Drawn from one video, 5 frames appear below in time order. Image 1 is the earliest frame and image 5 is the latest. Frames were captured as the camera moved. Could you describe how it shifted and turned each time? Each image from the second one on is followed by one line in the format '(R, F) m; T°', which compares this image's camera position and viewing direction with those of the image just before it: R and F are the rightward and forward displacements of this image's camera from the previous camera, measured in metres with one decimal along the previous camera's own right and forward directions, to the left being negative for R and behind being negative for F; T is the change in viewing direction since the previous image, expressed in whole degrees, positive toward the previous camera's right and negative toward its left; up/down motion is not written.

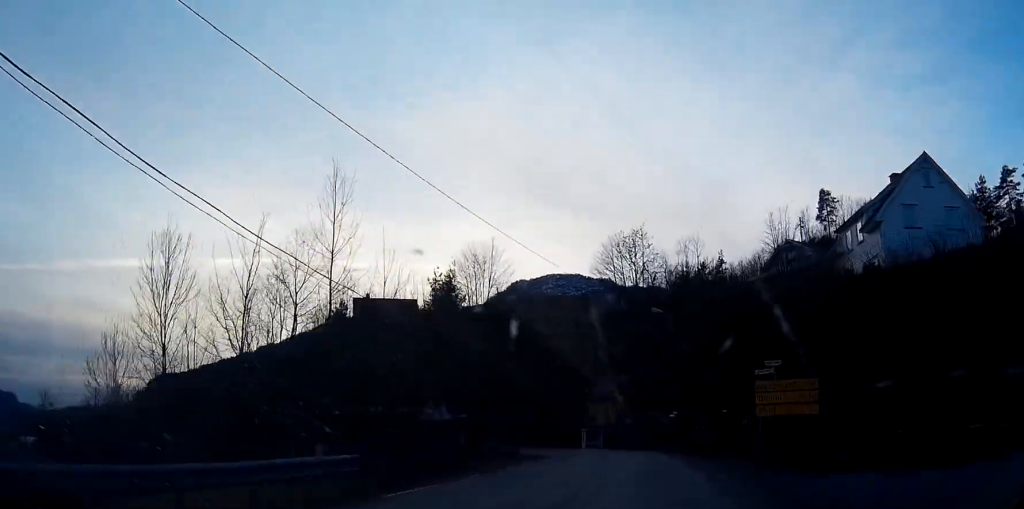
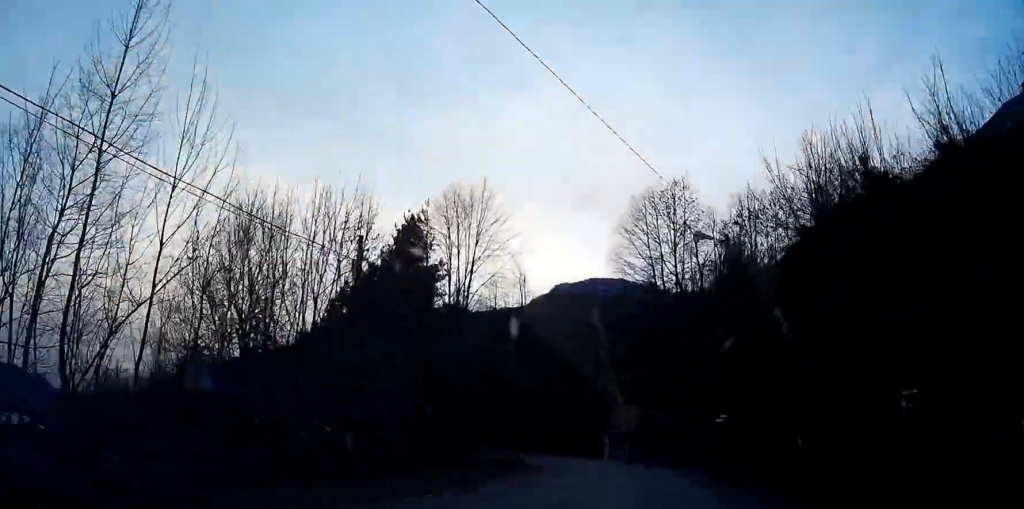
(+0.1, +17.9) m; 0°
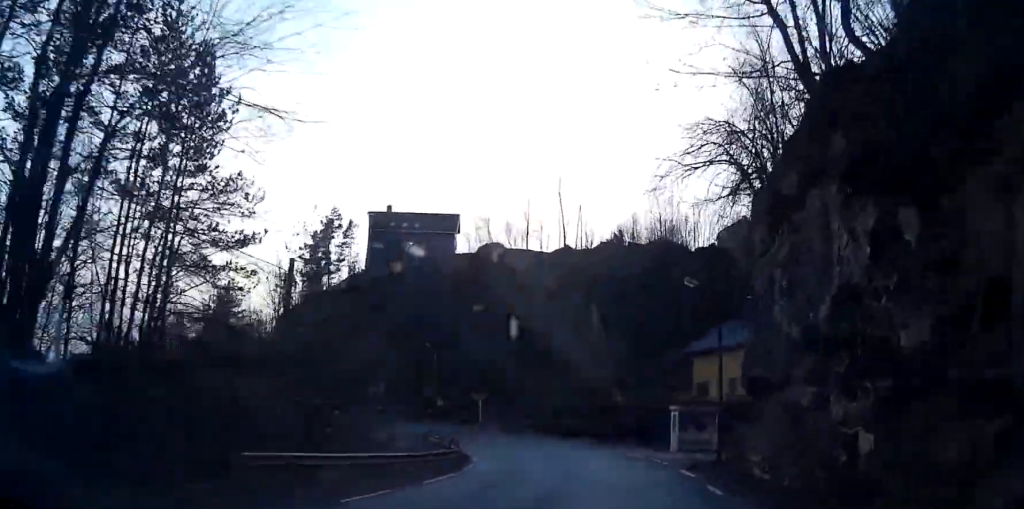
(-0.8, +38.8) m; -3°
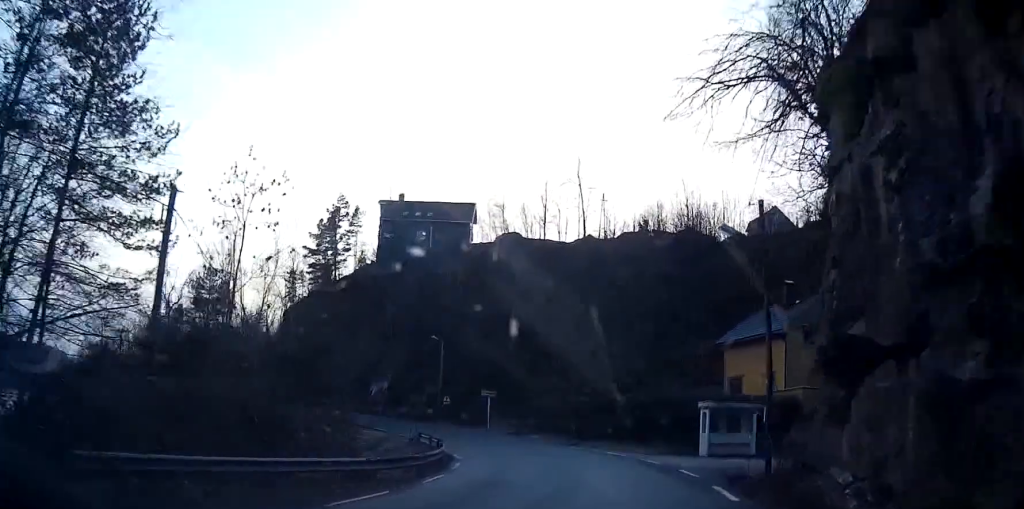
(-0.1, +6.5) m; -1°
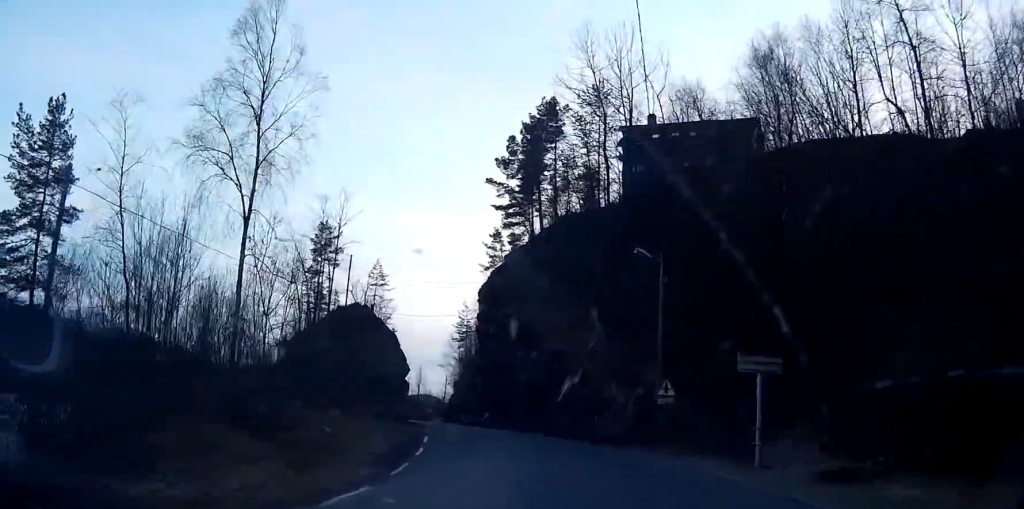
(-6.5, +37.7) m; -29°
